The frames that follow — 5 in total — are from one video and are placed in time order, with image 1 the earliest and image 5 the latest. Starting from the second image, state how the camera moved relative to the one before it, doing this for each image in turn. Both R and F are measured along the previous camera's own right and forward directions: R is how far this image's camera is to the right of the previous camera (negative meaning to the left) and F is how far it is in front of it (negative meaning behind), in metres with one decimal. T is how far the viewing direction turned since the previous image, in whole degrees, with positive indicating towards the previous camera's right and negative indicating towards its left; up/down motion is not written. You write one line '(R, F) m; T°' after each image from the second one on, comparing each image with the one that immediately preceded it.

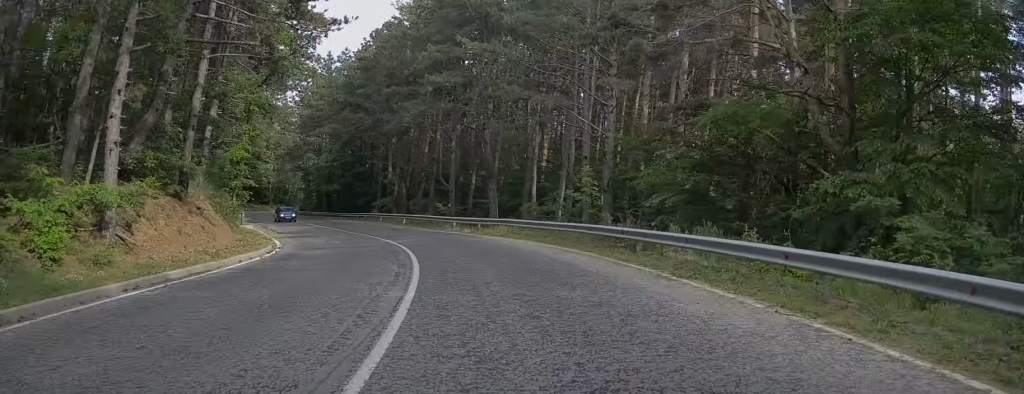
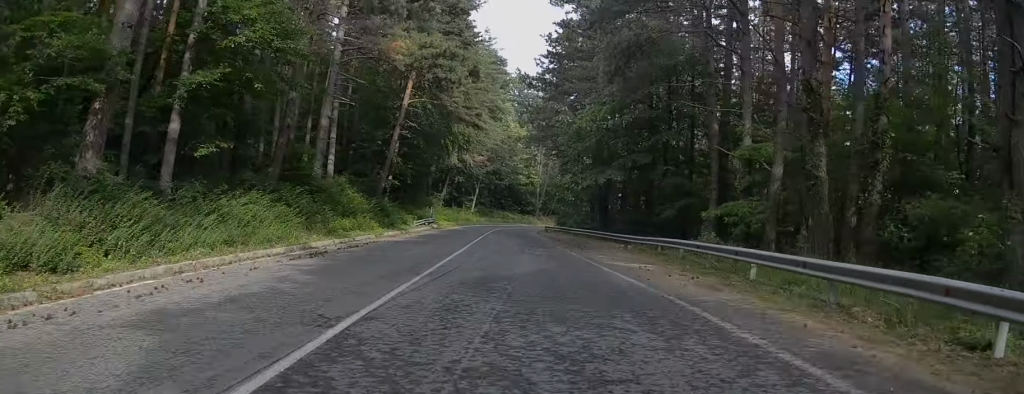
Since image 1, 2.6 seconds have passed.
(-8.6, +38.7) m; -23°
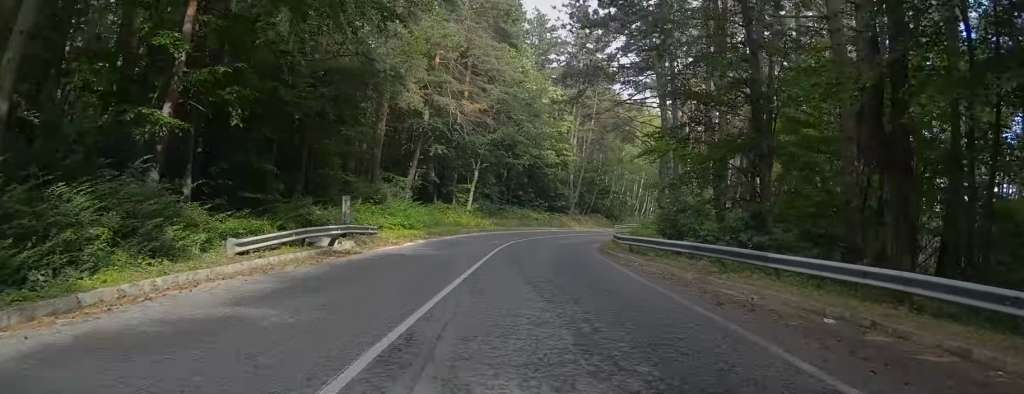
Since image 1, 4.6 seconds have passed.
(-3.3, +31.7) m; -12°
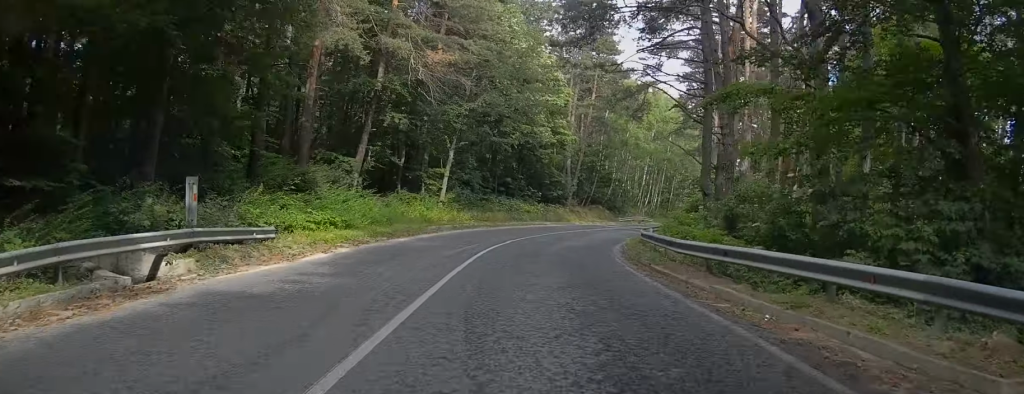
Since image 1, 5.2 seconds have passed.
(-0.4, +10.4) m; 0°
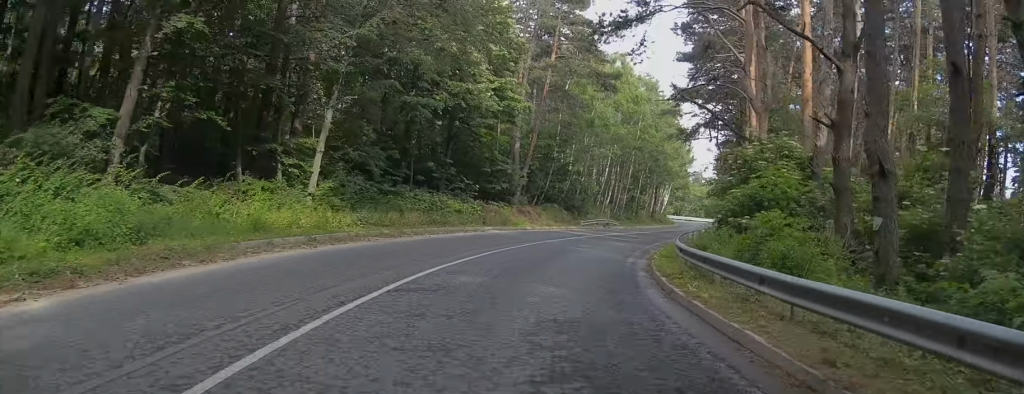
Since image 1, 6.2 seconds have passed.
(+0.2, +15.6) m; +4°
